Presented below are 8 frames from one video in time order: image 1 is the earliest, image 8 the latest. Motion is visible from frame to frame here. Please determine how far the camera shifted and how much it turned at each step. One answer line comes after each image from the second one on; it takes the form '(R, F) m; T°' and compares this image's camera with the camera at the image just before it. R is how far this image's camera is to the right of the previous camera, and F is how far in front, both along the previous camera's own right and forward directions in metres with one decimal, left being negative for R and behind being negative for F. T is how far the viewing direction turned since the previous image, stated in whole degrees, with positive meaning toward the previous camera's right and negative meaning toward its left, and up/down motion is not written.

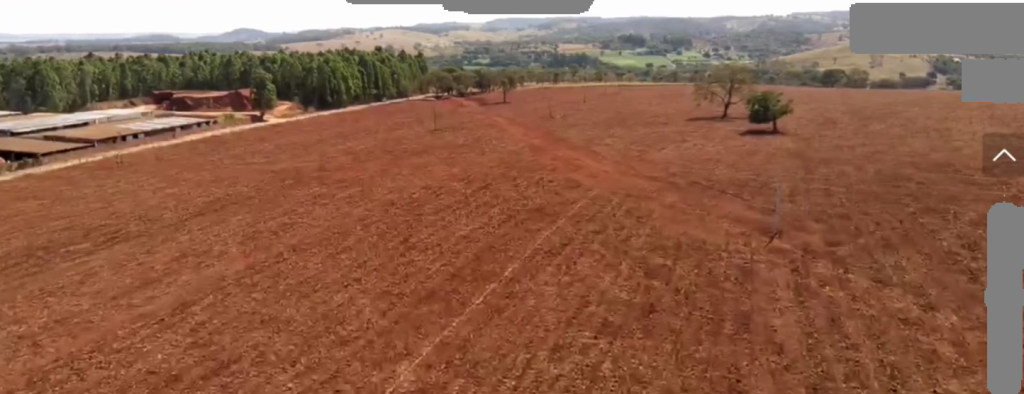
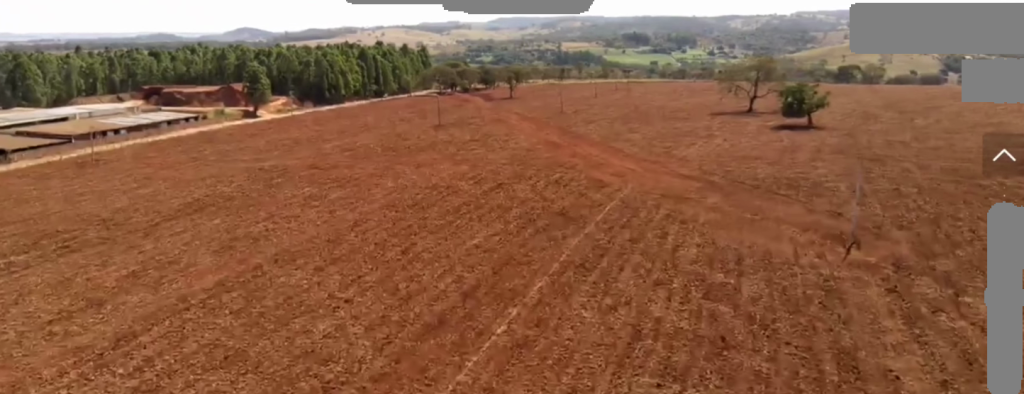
(0.0, +19.1) m; 0°
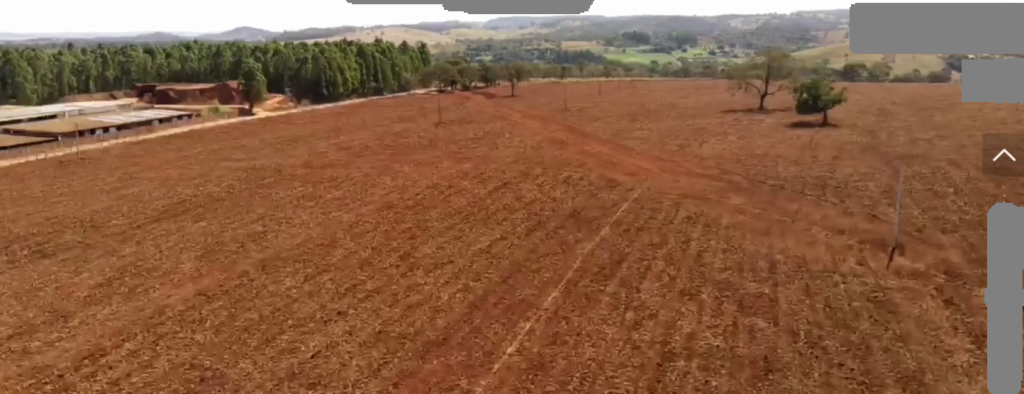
(0.0, +8.3) m; 0°
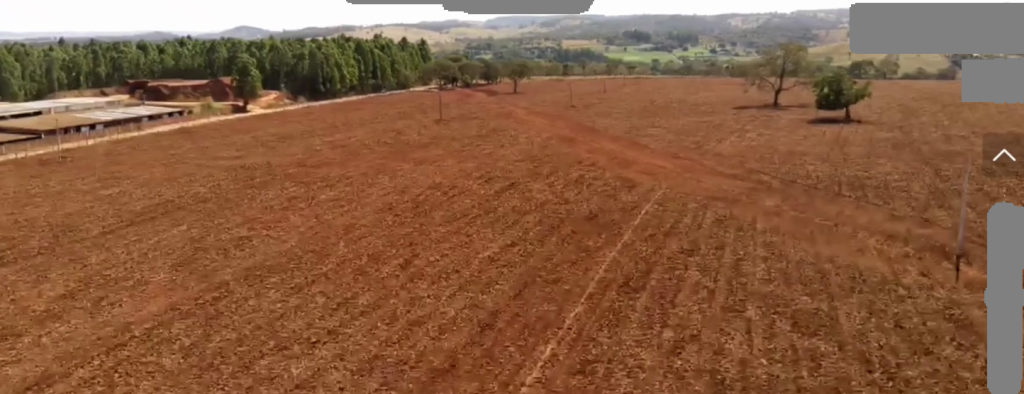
(0.0, +11.3) m; 0°
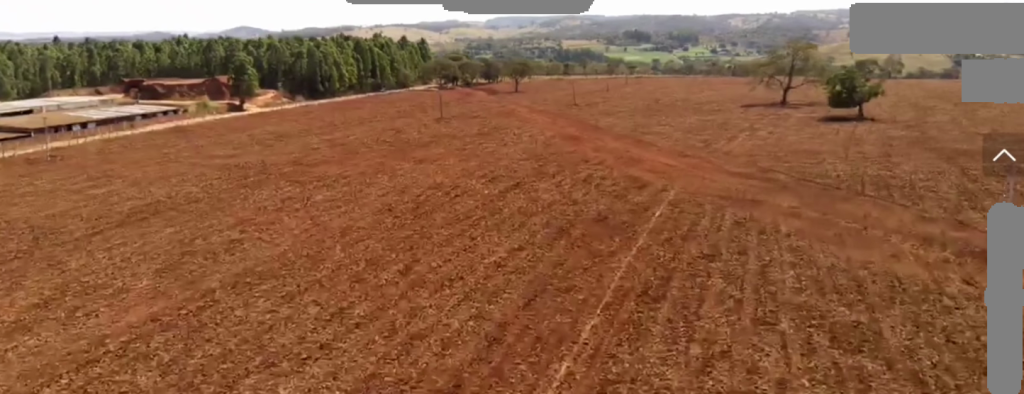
(0.0, +5.5) m; 0°
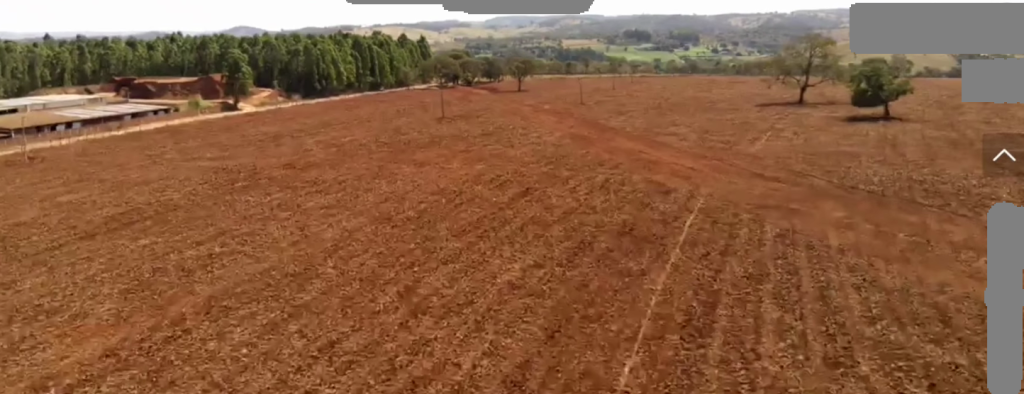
(0.0, +11.4) m; 0°
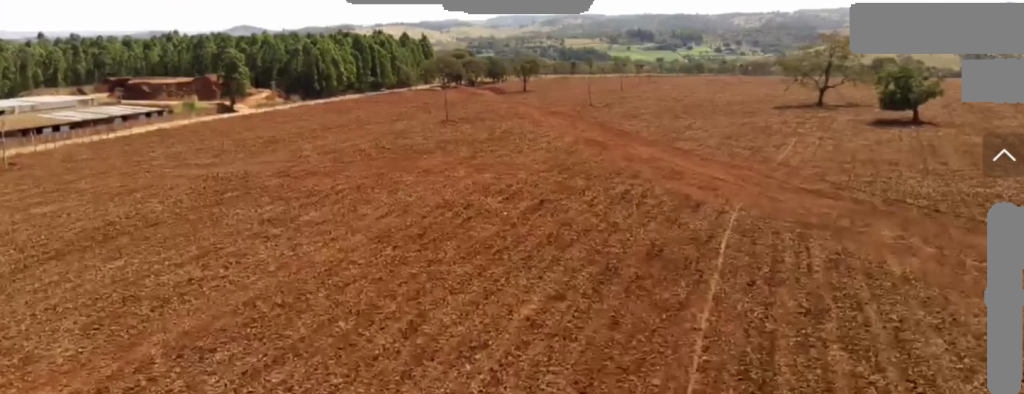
(0.0, +9.6) m; 0°
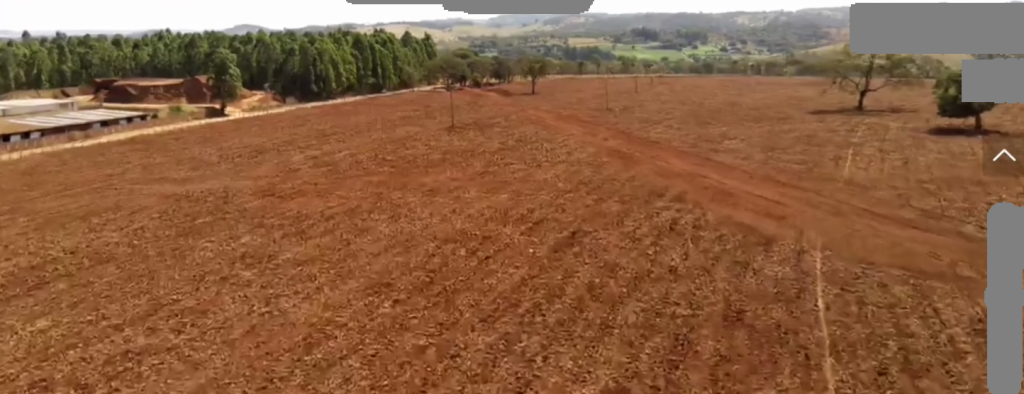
(+0.1, +18.2) m; 0°
